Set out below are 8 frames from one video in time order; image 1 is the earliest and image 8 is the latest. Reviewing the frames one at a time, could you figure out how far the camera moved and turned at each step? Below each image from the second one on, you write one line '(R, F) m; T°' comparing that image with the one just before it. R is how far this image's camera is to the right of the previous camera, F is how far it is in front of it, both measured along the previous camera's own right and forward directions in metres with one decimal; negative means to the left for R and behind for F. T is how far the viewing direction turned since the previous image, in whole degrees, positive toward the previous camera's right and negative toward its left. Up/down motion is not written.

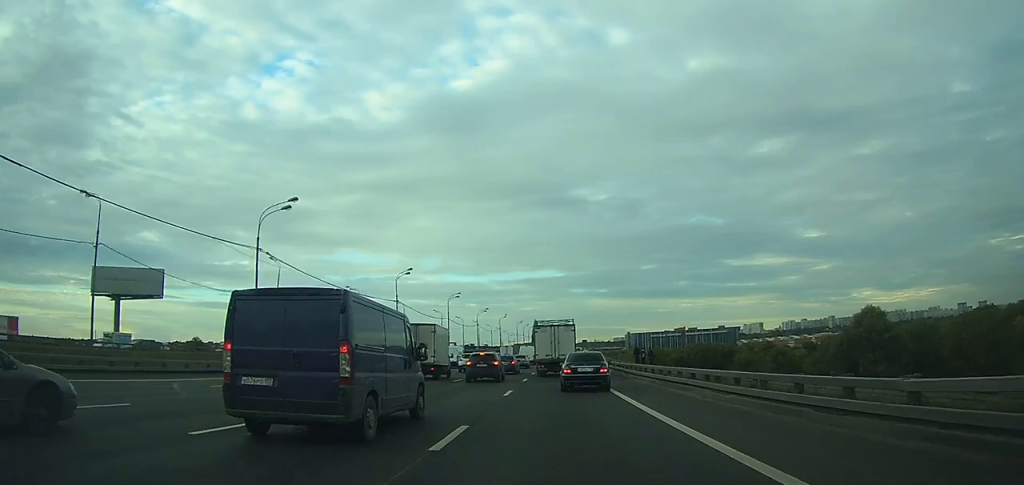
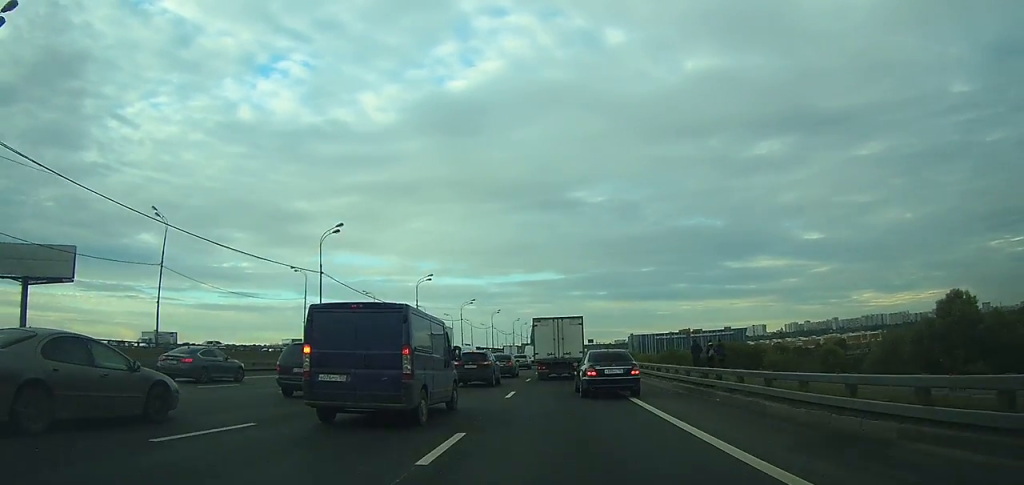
(+0.1, +25.0) m; 0°
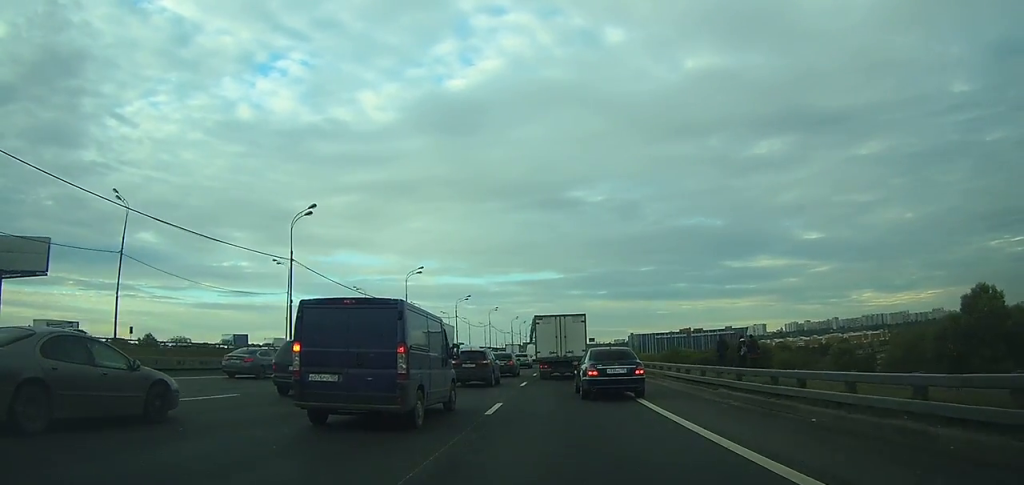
(0.0, +5.9) m; 0°
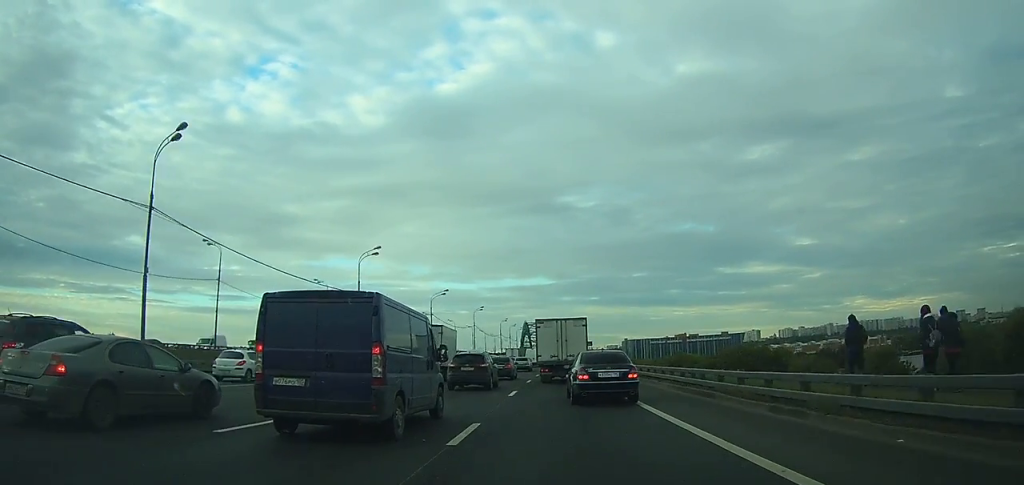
(-0.2, +17.4) m; -1°
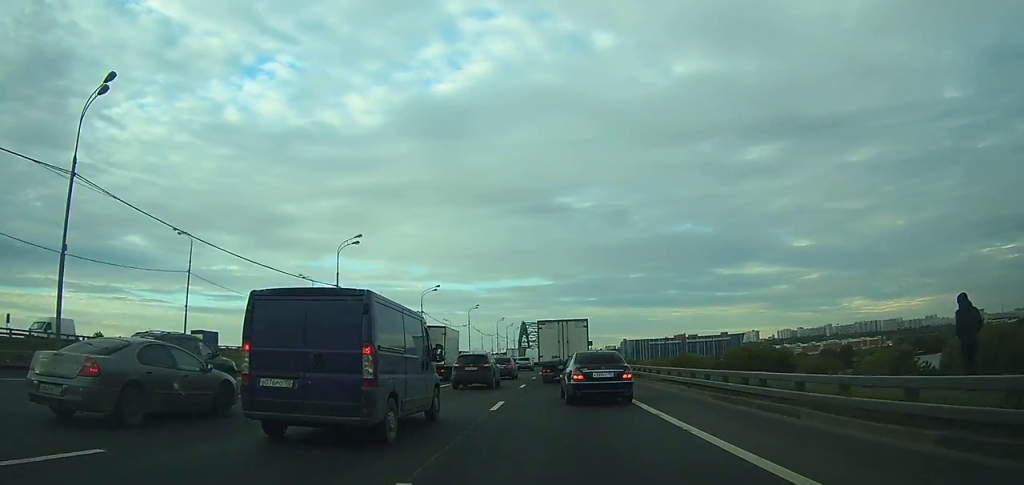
(0.0, +6.0) m; 0°
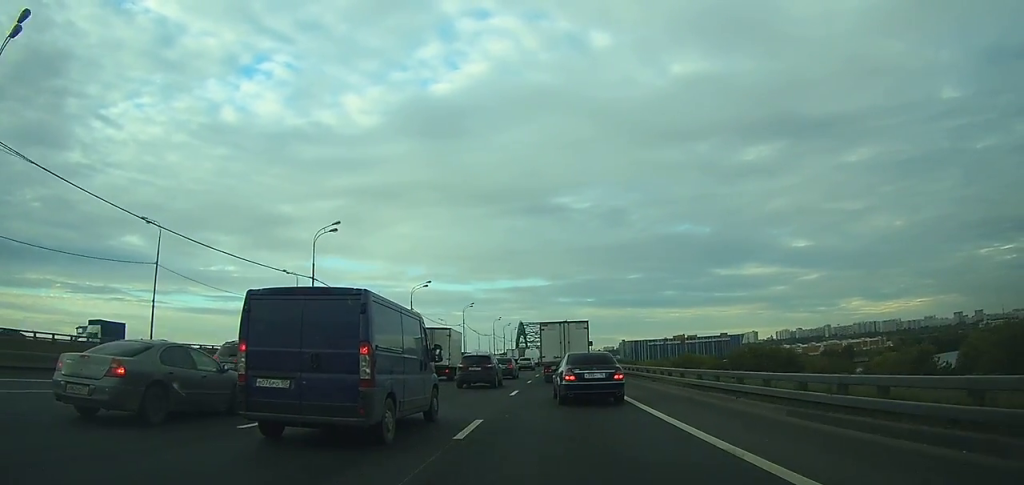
(0.0, +5.6) m; 0°
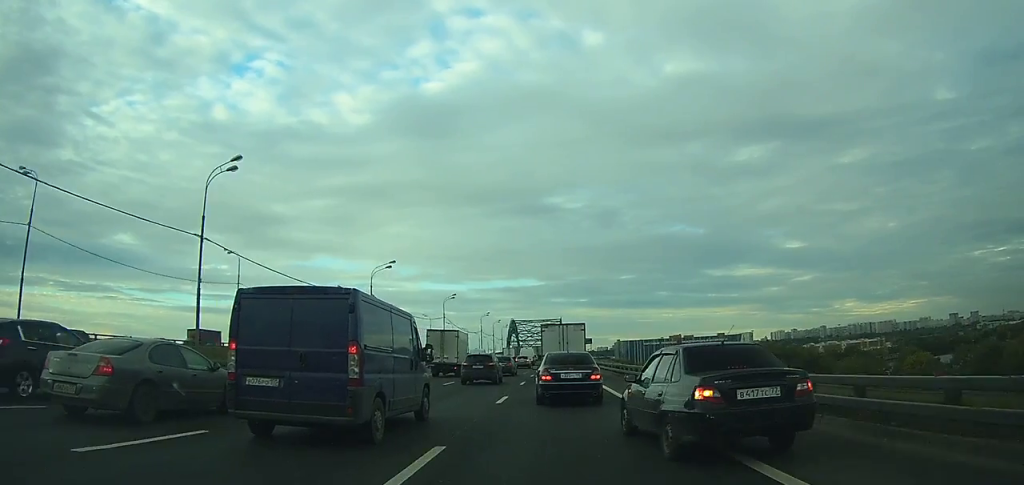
(0.0, +15.6) m; +1°
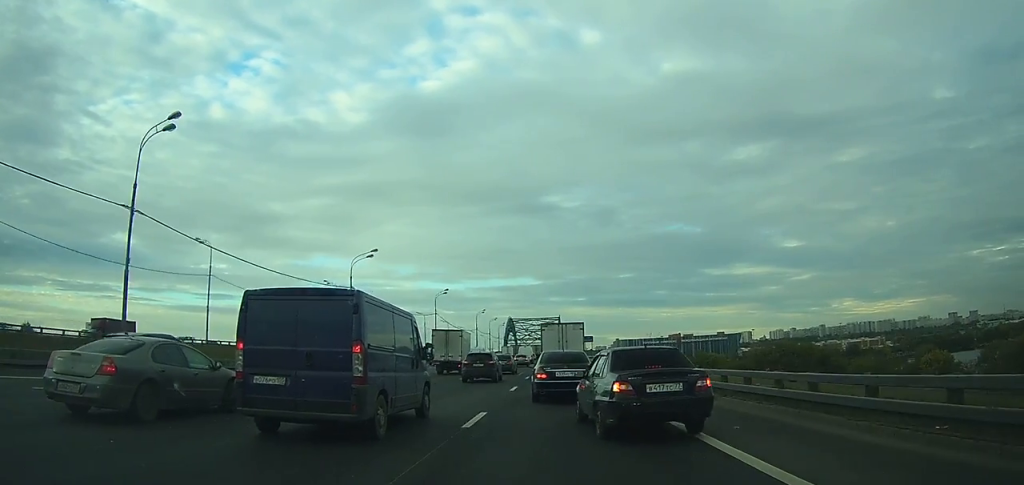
(0.0, +6.1) m; 0°
